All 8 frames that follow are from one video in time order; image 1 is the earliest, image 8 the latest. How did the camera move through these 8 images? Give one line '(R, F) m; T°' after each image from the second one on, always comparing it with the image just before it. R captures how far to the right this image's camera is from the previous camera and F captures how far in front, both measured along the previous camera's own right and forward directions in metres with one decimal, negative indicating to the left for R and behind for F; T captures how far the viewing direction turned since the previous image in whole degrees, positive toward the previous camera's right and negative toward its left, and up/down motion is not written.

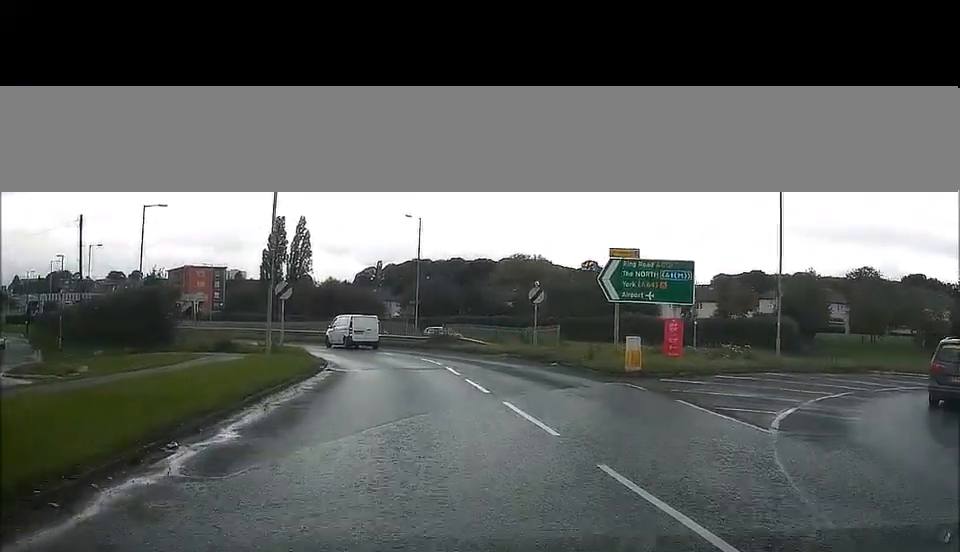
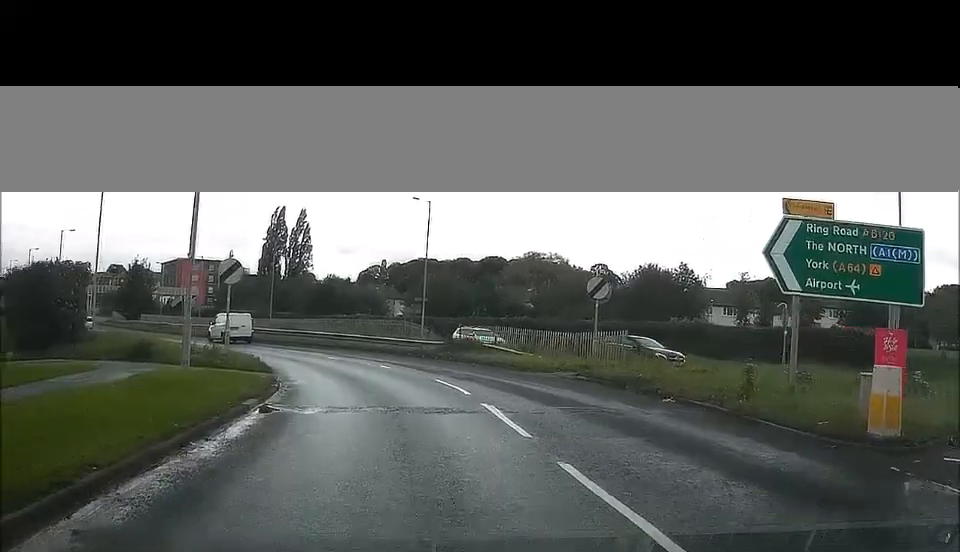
(-0.2, +10.0) m; -2°
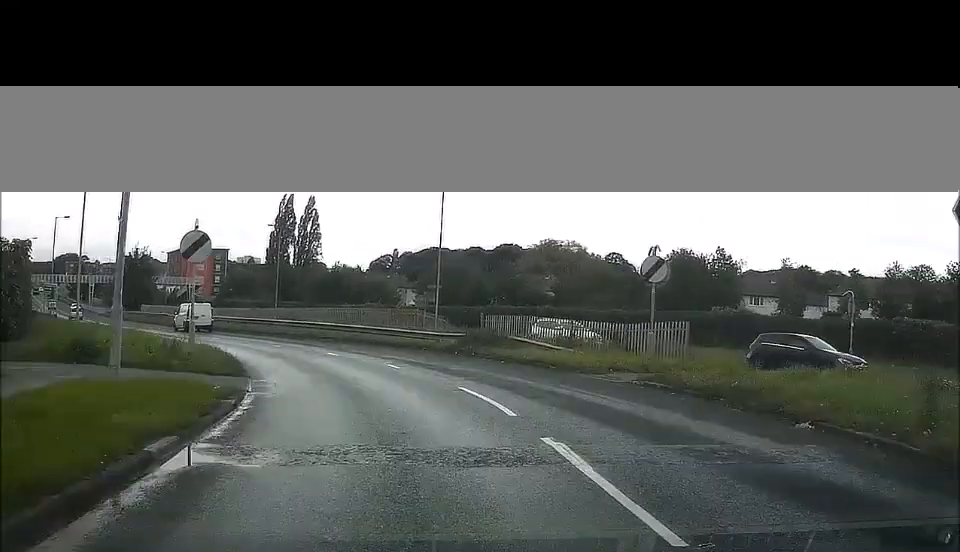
(0.0, +4.8) m; -1°
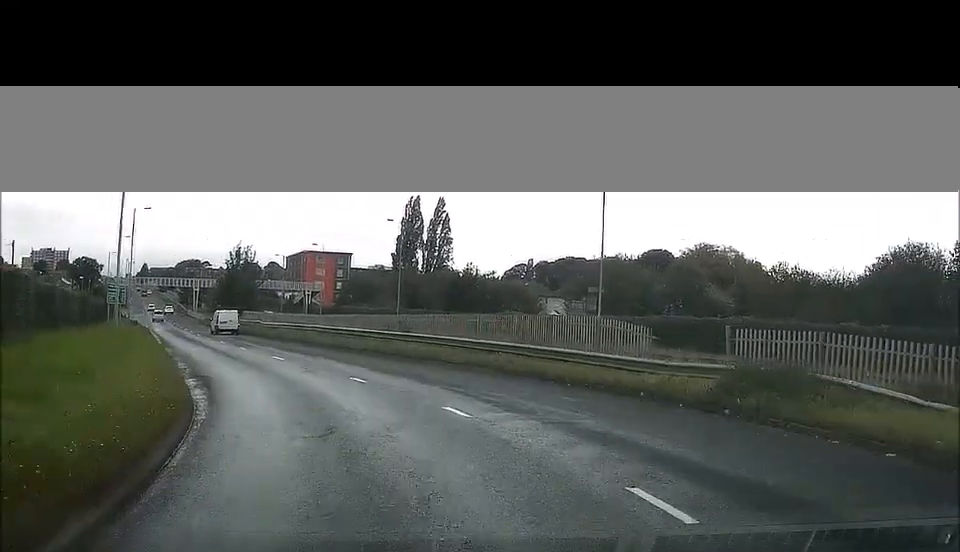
(-0.5, +14.5) m; -6°
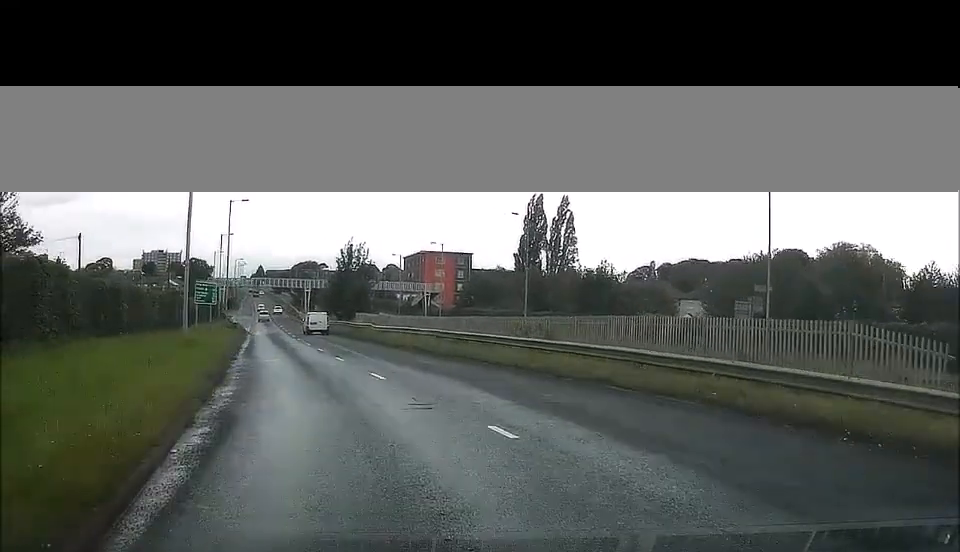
(-0.4, +7.8) m; -5°
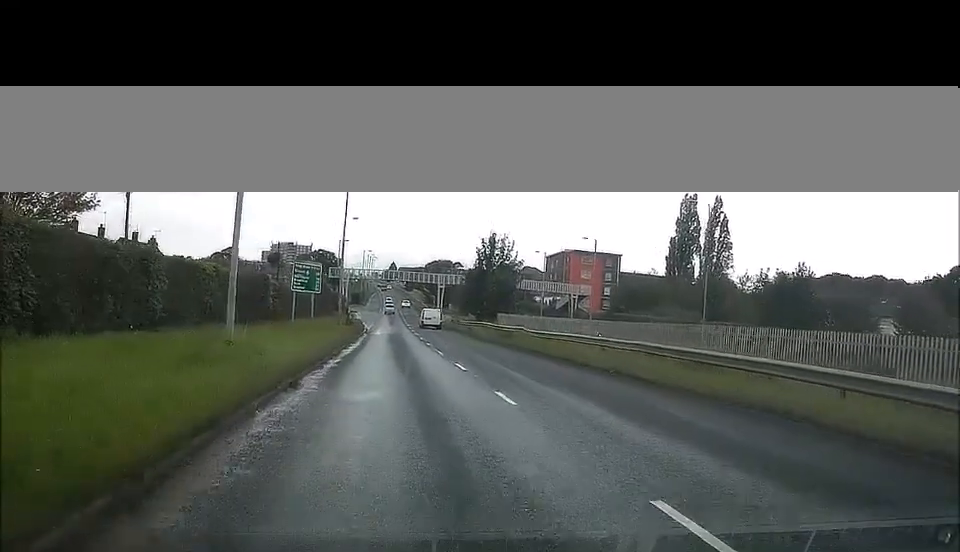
(-1.2, +13.7) m; -9°
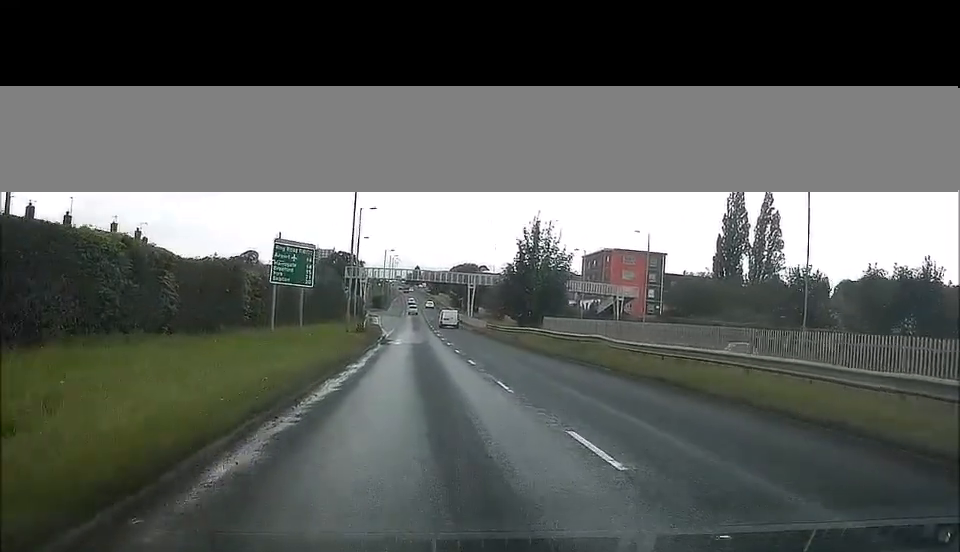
(-0.6, +13.2) m; -4°
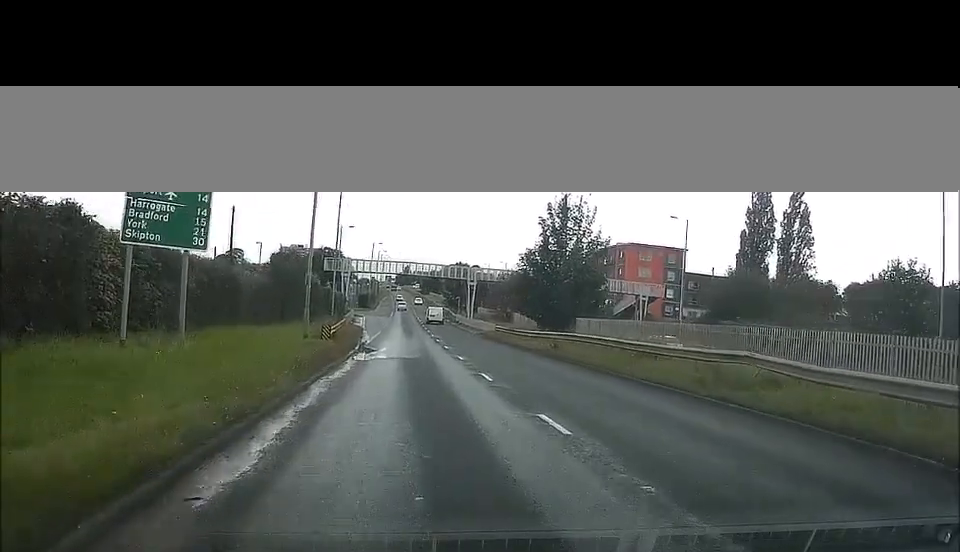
(-0.4, +15.8) m; -2°
